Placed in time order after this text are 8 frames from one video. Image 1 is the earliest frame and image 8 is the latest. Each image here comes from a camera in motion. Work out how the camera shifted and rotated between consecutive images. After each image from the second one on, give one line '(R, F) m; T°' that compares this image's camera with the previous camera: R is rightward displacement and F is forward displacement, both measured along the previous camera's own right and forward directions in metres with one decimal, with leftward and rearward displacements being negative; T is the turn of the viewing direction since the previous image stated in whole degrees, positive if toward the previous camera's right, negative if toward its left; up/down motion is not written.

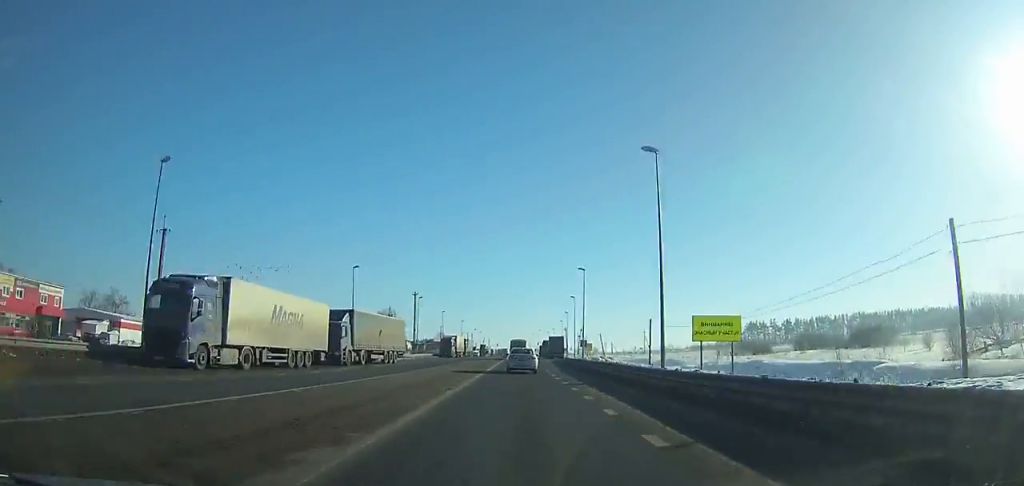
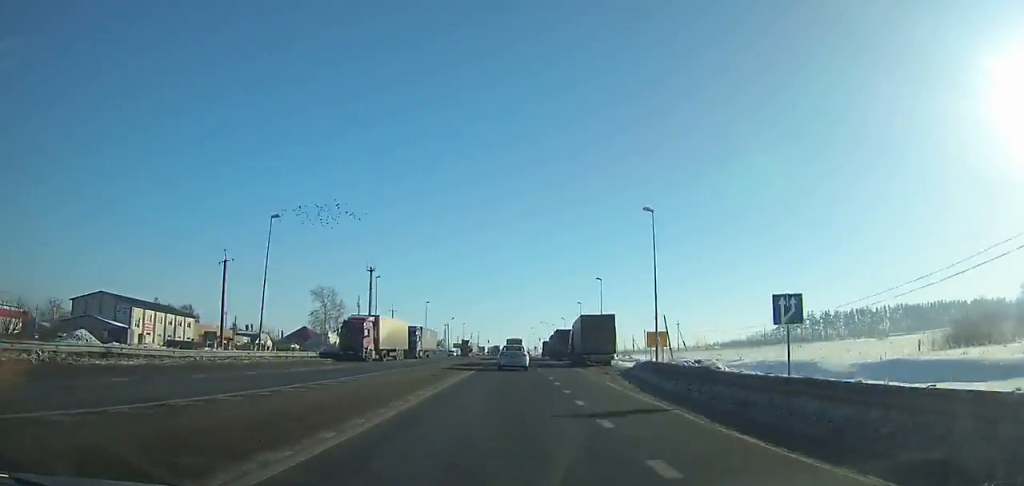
(0.0, +58.3) m; 0°
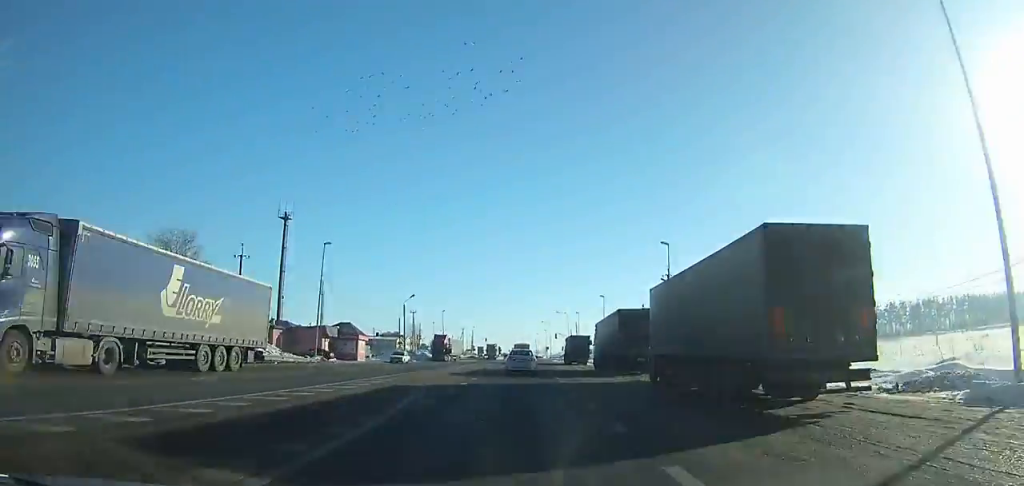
(0.0, +60.1) m; 0°
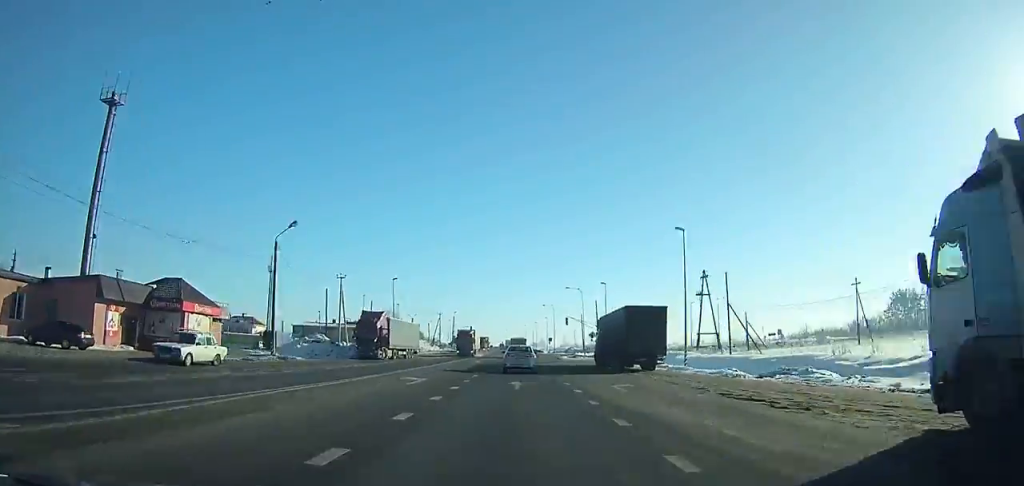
(+0.1, +41.7) m; 0°
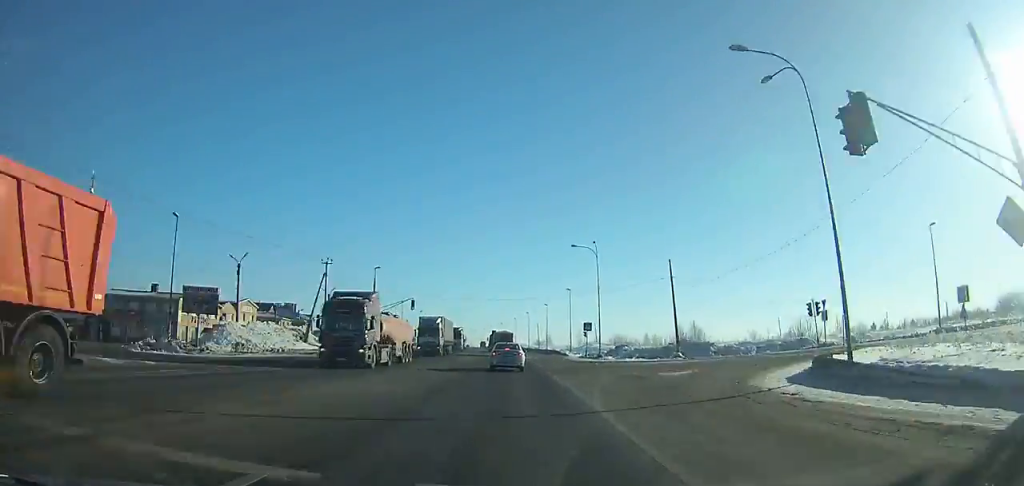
(-0.2, +78.2) m; -1°
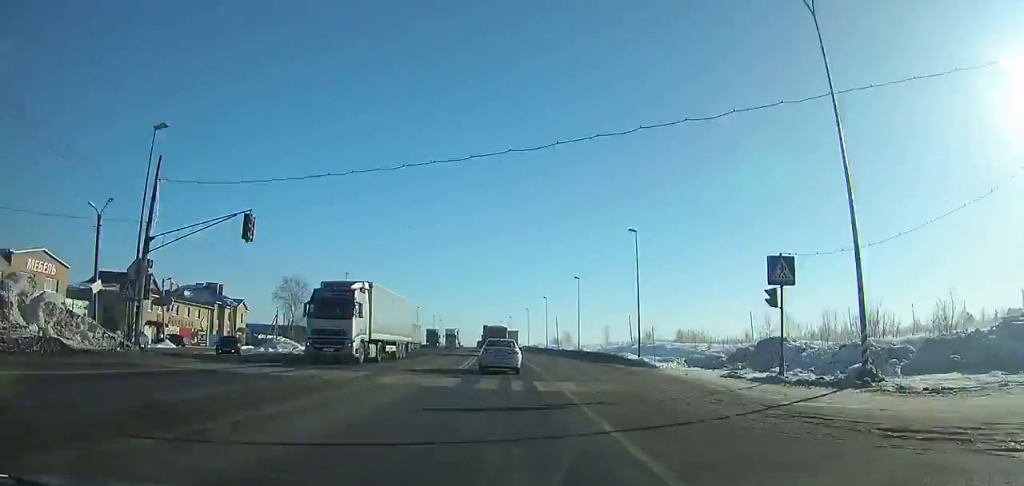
(-0.5, +43.1) m; -2°
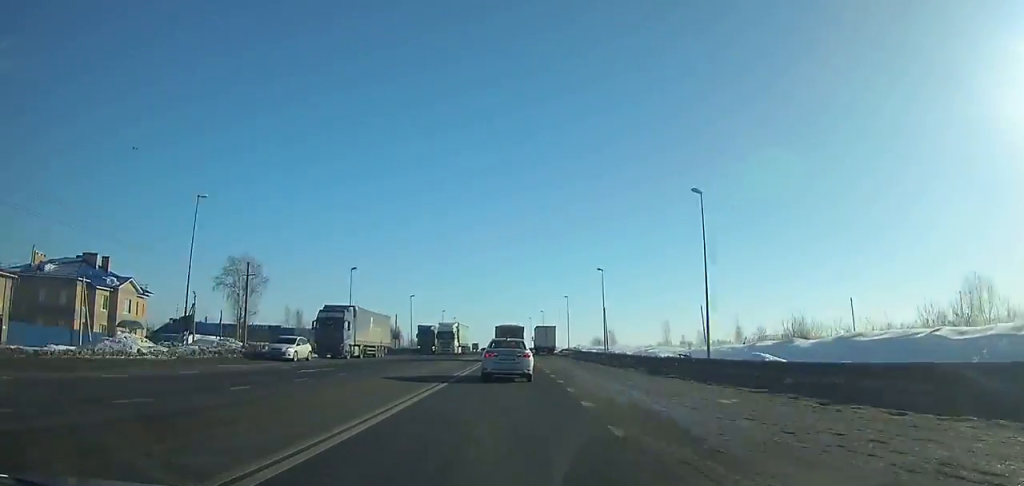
(-0.9, +40.9) m; -2°
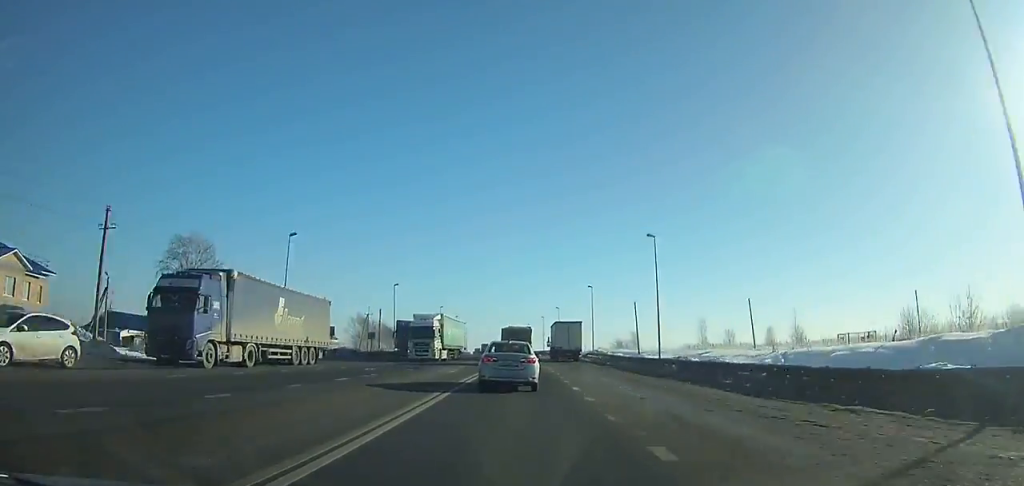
(-0.2, +21.5) m; -1°
